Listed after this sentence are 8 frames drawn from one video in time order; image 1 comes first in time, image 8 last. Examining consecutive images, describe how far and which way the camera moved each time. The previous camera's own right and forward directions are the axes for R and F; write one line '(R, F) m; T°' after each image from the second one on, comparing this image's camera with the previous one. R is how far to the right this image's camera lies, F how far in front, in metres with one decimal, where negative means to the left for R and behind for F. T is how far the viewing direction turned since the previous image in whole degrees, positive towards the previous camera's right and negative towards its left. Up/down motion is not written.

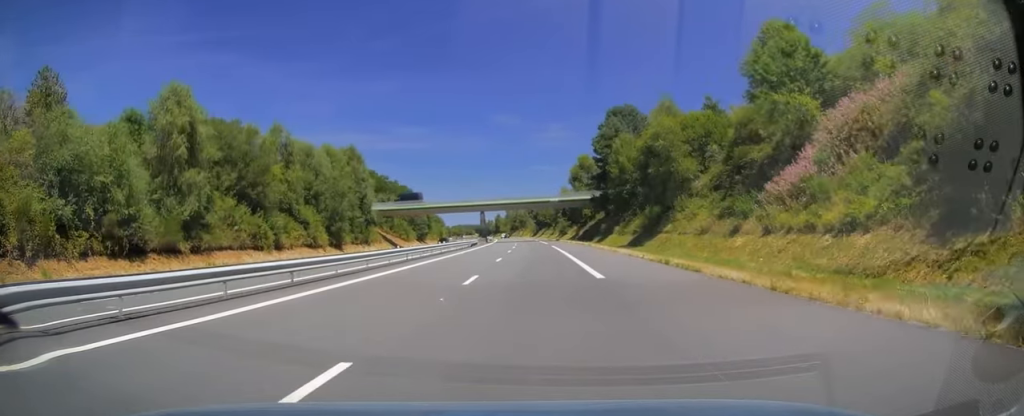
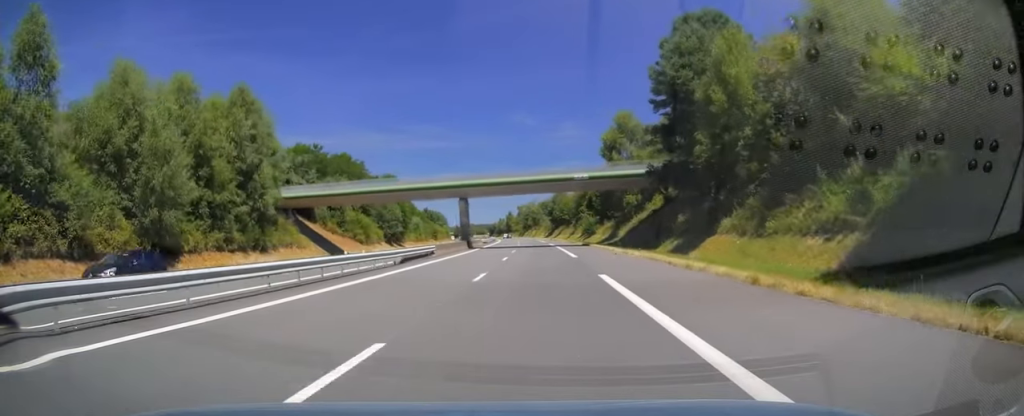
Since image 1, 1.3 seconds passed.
(-0.7, +38.2) m; -2°
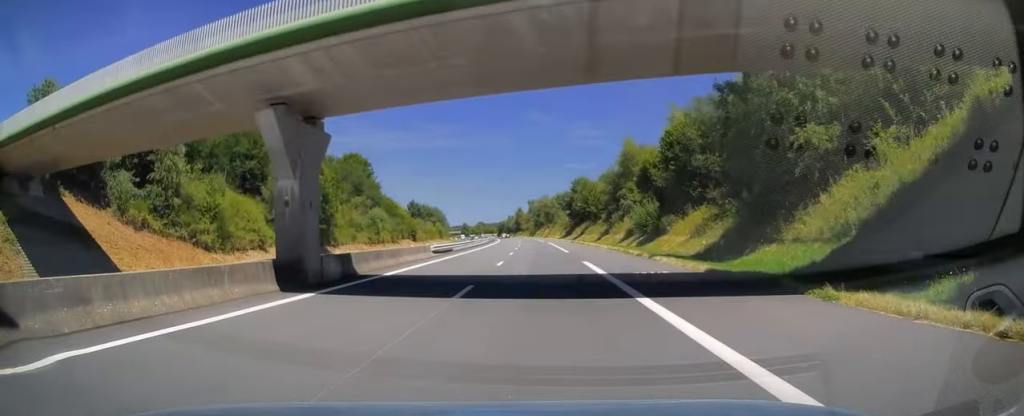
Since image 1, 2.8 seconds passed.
(-0.4, +44.1) m; -1°
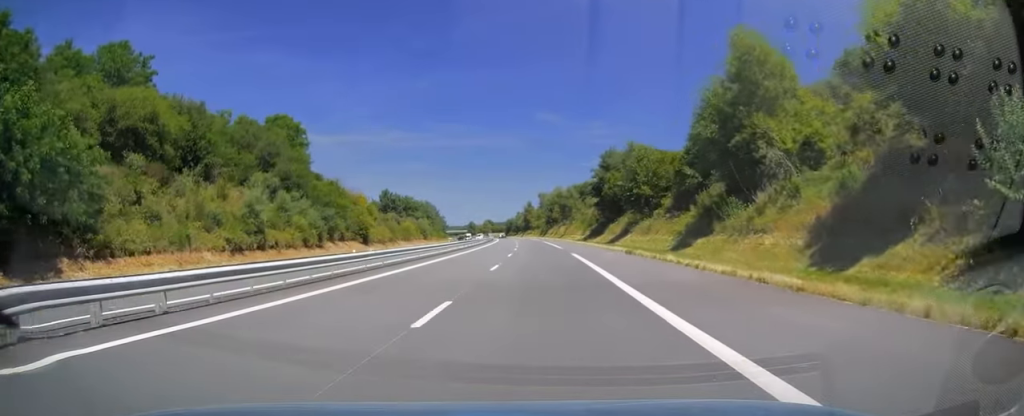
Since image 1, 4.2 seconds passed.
(-0.4, +42.9) m; -1°
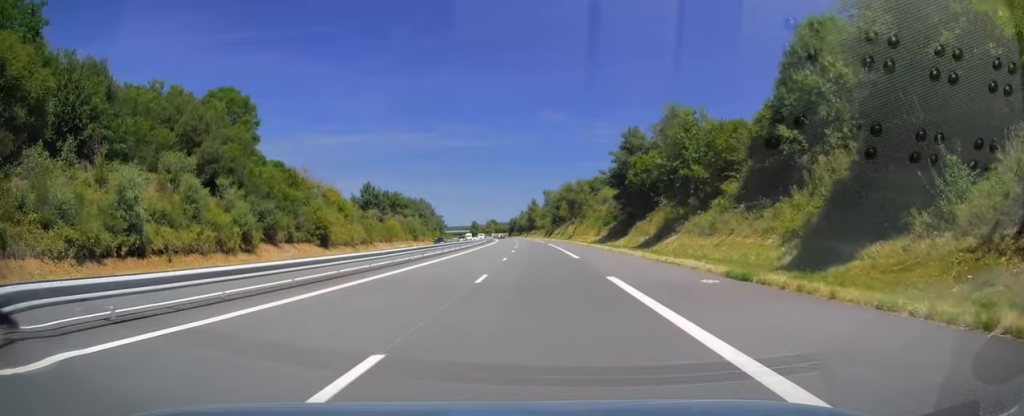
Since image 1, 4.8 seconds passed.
(-0.2, +18.2) m; -1°
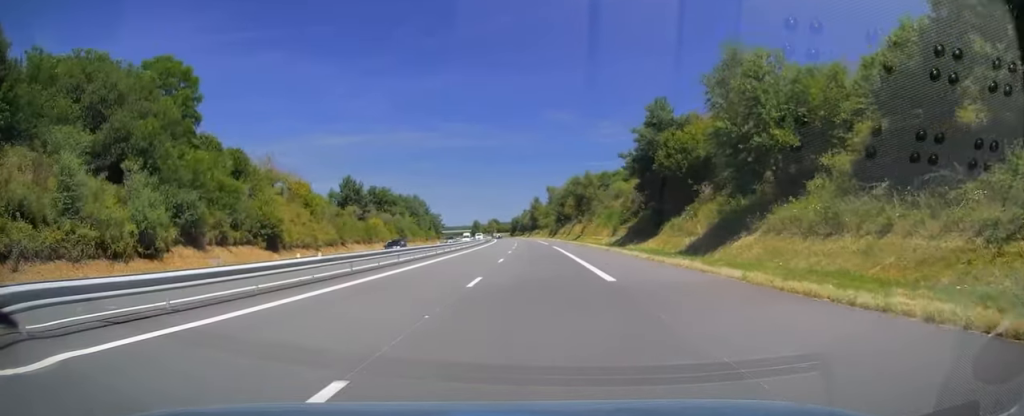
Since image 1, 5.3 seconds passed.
(-0.1, +14.3) m; 0°
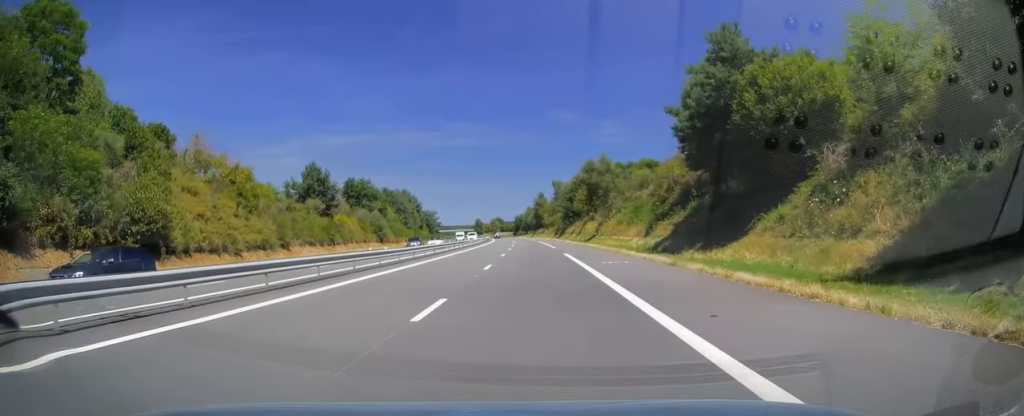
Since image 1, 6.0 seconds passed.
(-0.1, +19.2) m; 0°
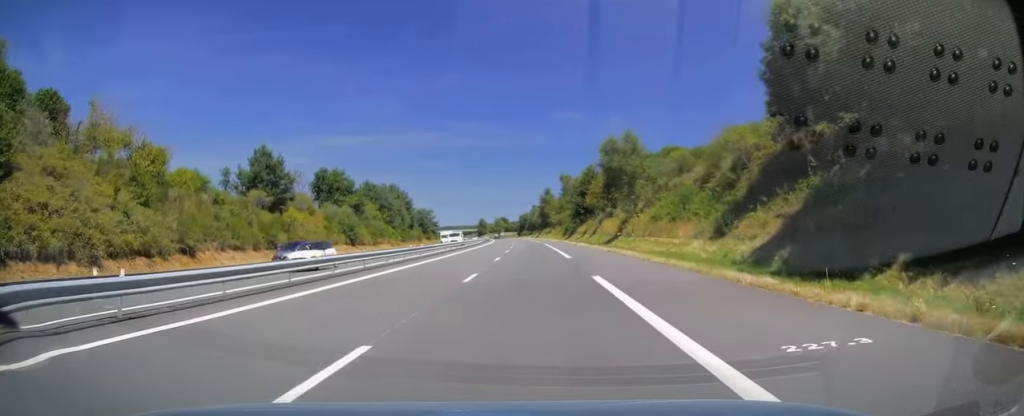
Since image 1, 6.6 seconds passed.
(0.0, +18.2) m; 0°
